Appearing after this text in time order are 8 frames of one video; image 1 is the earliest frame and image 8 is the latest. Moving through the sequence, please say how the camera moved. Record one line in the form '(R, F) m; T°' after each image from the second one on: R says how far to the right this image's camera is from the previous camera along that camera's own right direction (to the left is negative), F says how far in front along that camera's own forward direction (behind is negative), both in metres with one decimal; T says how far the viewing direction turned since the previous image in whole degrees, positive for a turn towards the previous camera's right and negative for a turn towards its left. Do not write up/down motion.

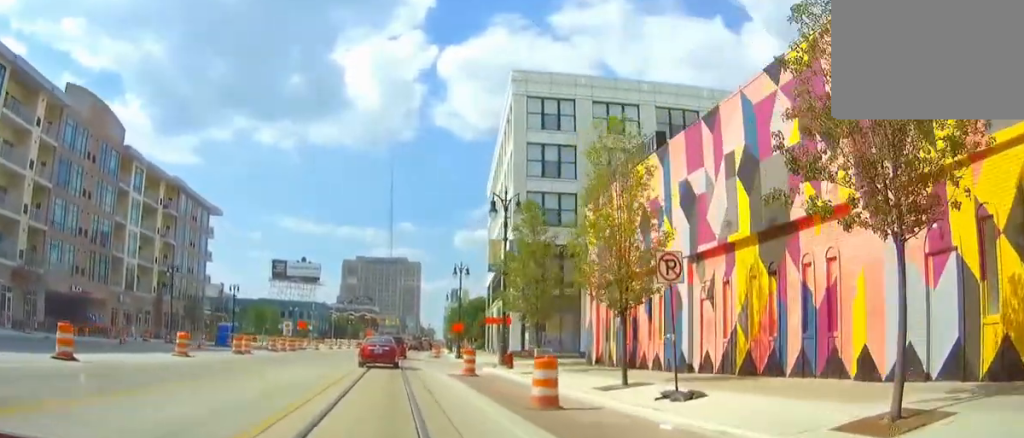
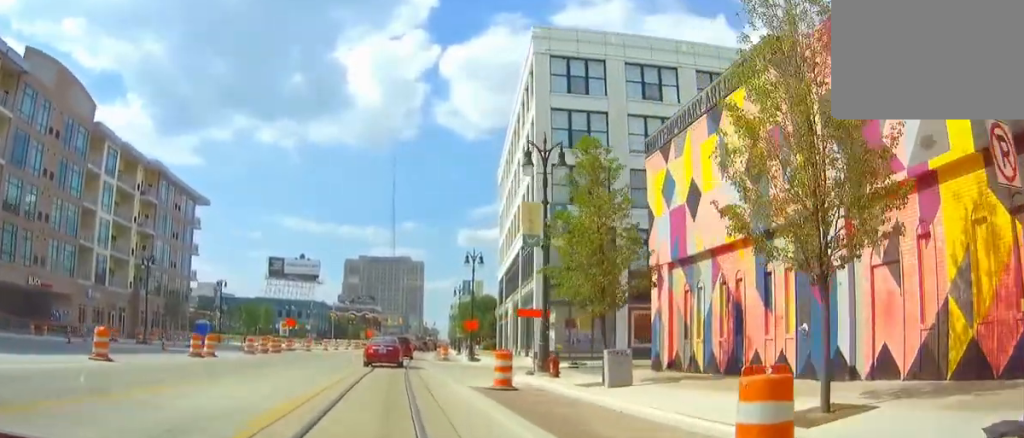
(0.0, +8.3) m; 0°
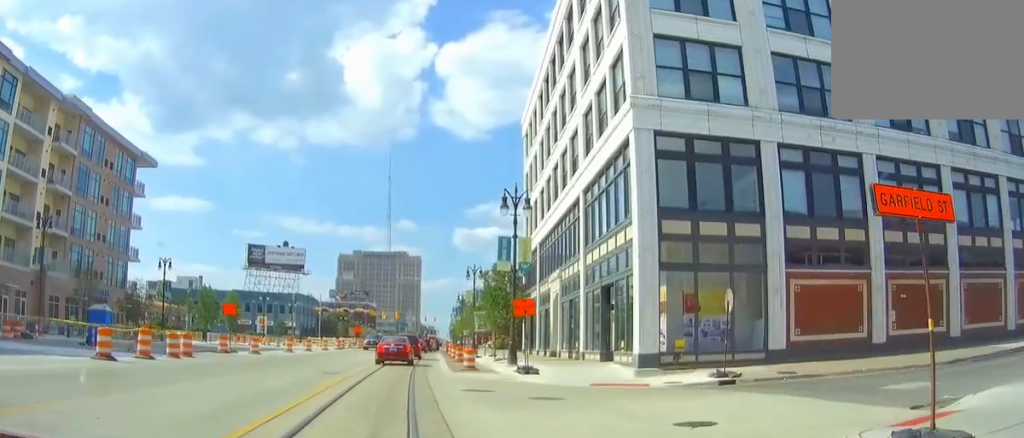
(0.0, +20.9) m; 0°
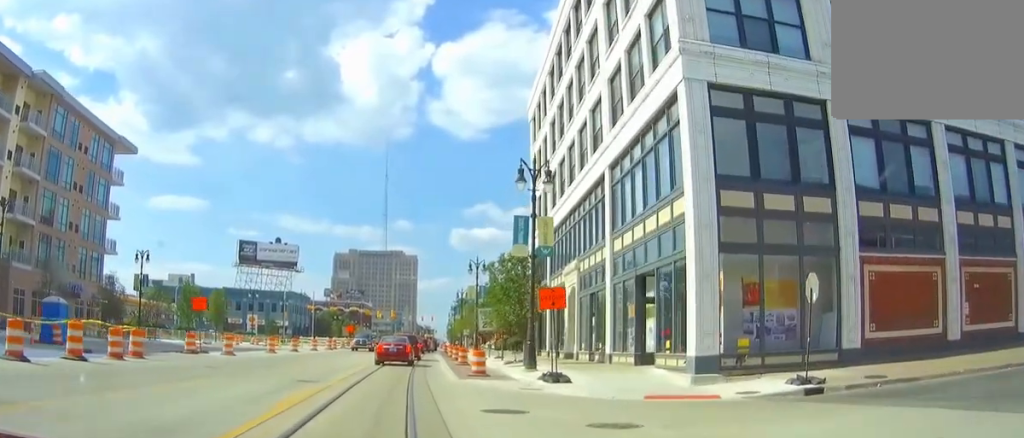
(0.0, +5.7) m; 0°
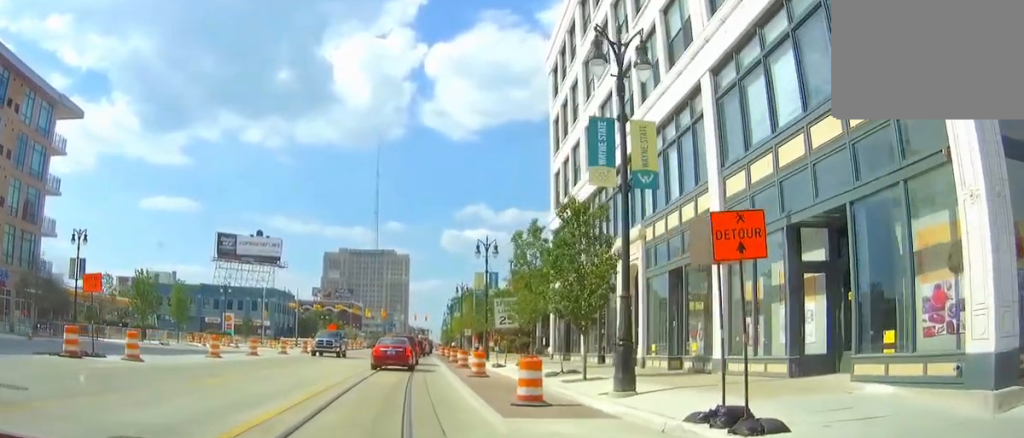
(0.0, +11.8) m; 0°
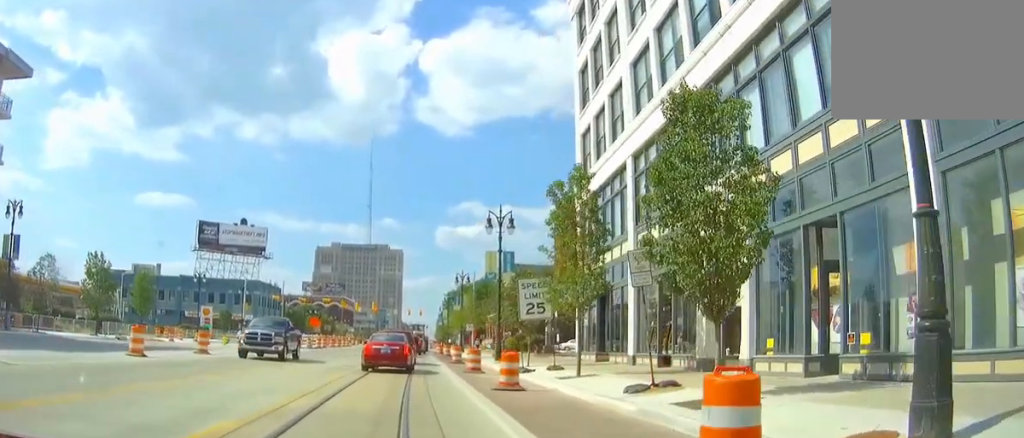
(0.0, +9.6) m; +4°
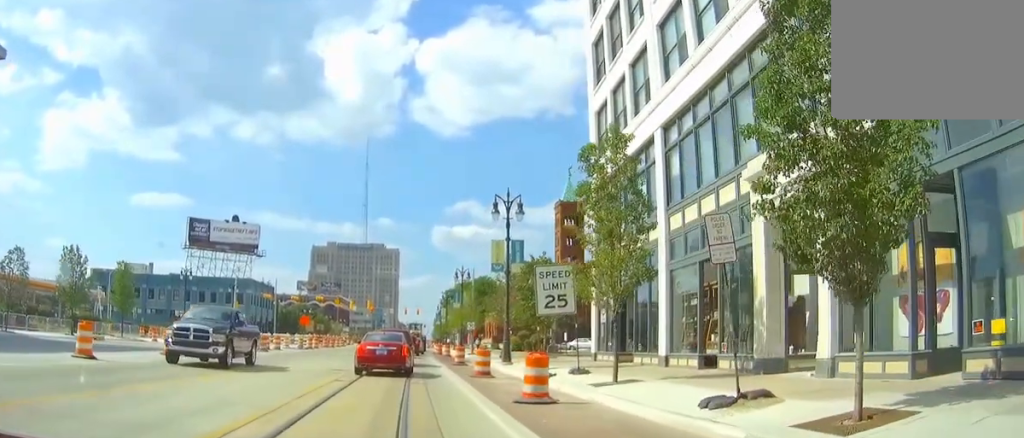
(-0.3, +4.7) m; +4°
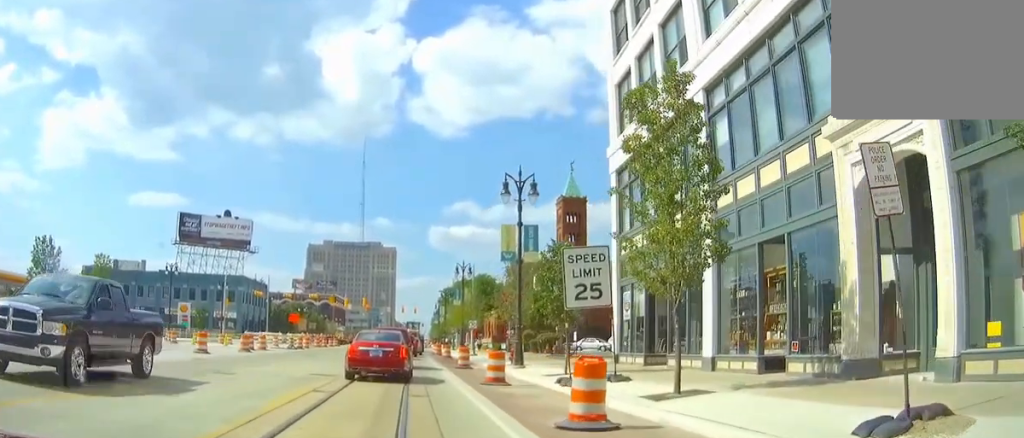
(+0.7, +5.1) m; +5°
